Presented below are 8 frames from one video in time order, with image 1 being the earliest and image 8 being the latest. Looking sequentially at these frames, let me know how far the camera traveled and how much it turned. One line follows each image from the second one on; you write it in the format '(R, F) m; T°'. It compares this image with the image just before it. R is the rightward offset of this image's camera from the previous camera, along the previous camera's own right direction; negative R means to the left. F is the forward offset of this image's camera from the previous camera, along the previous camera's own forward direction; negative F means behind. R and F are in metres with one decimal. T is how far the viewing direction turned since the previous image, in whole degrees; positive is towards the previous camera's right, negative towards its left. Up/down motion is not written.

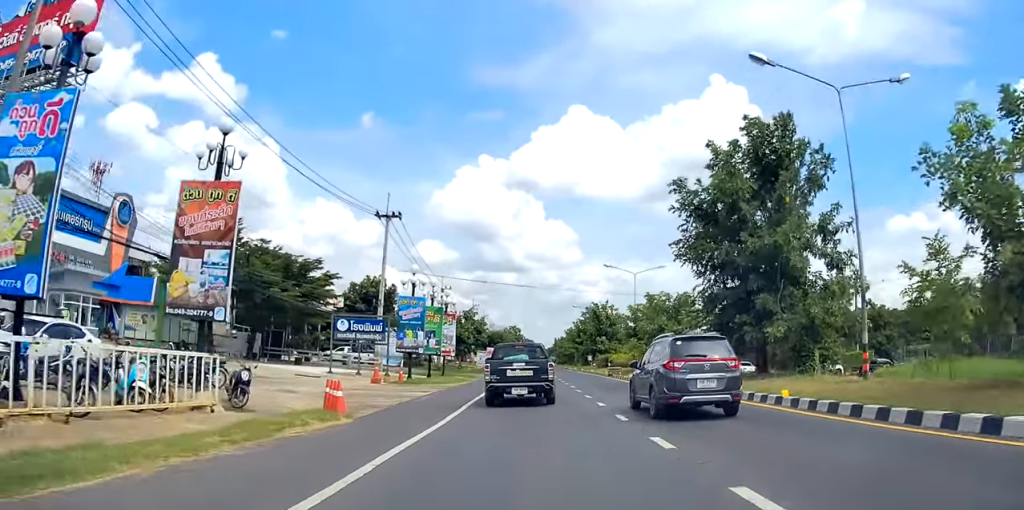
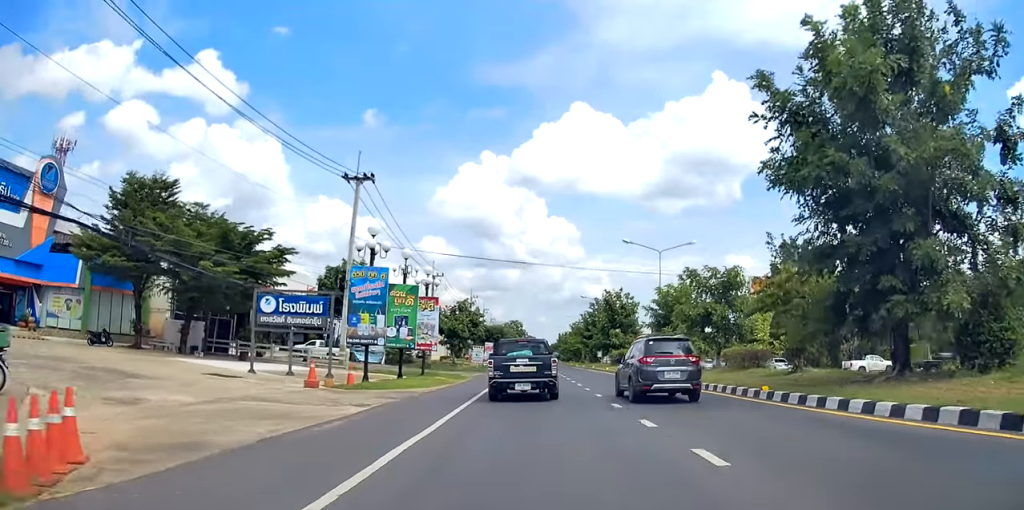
(-0.1, +10.3) m; 0°
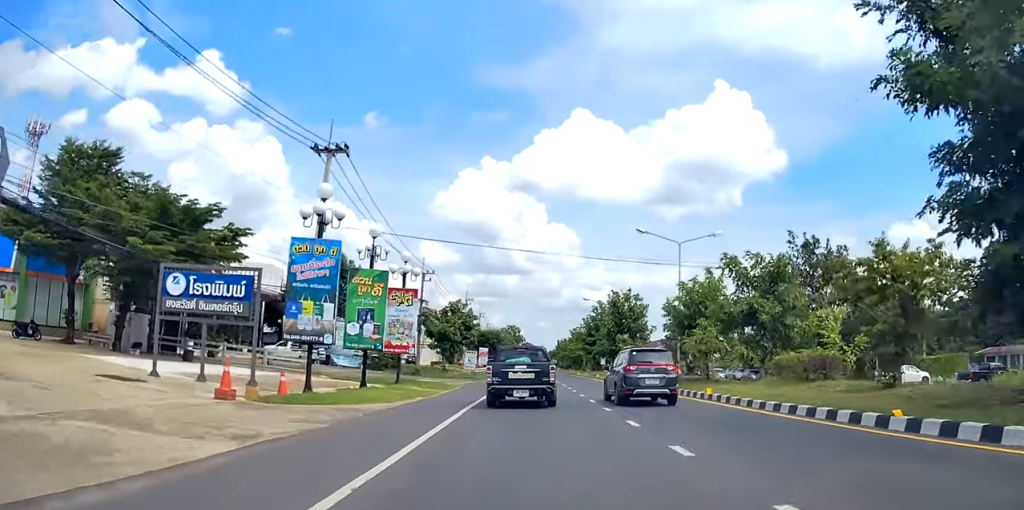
(+0.1, +6.4) m; 0°
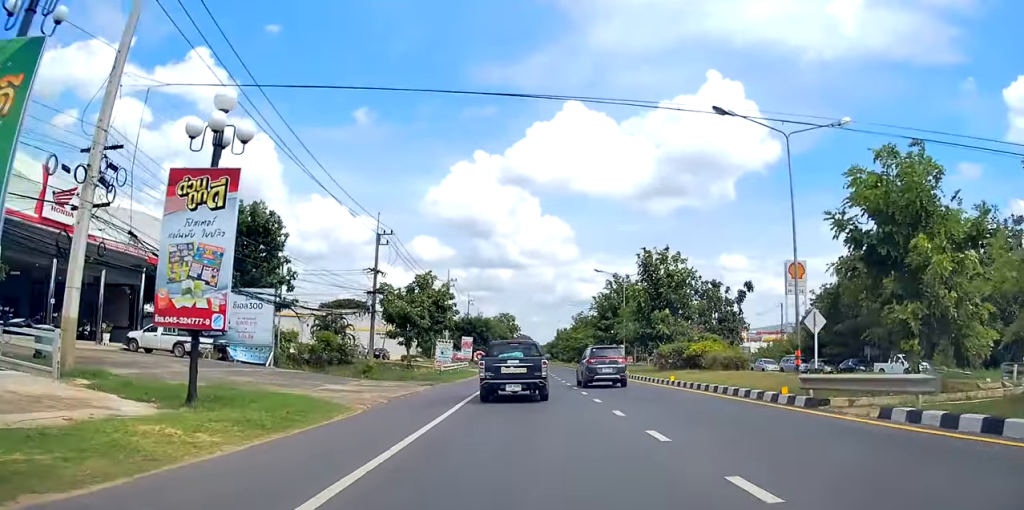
(+0.1, +19.6) m; -1°
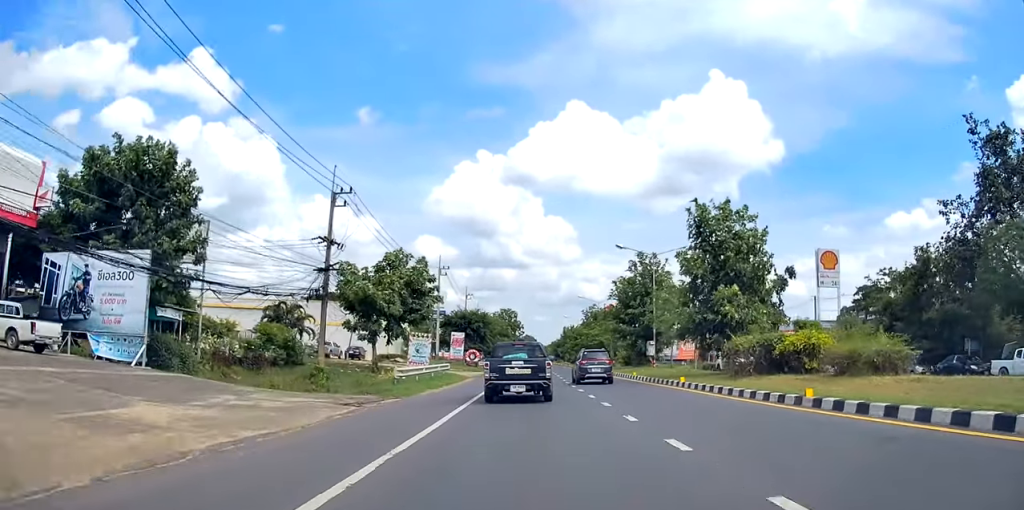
(-0.3, +13.1) m; 0°
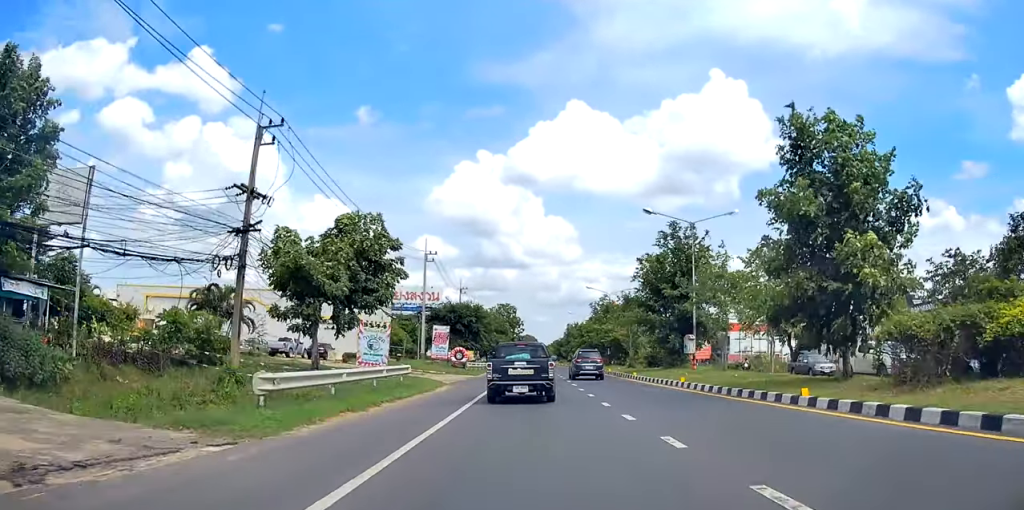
(+0.2, +11.7) m; +1°
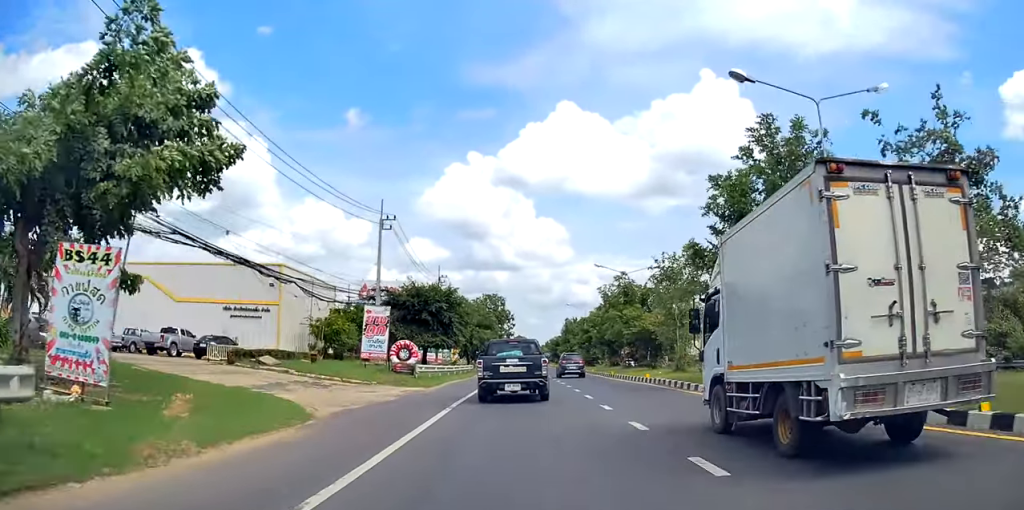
(+0.1, +18.3) m; 0°
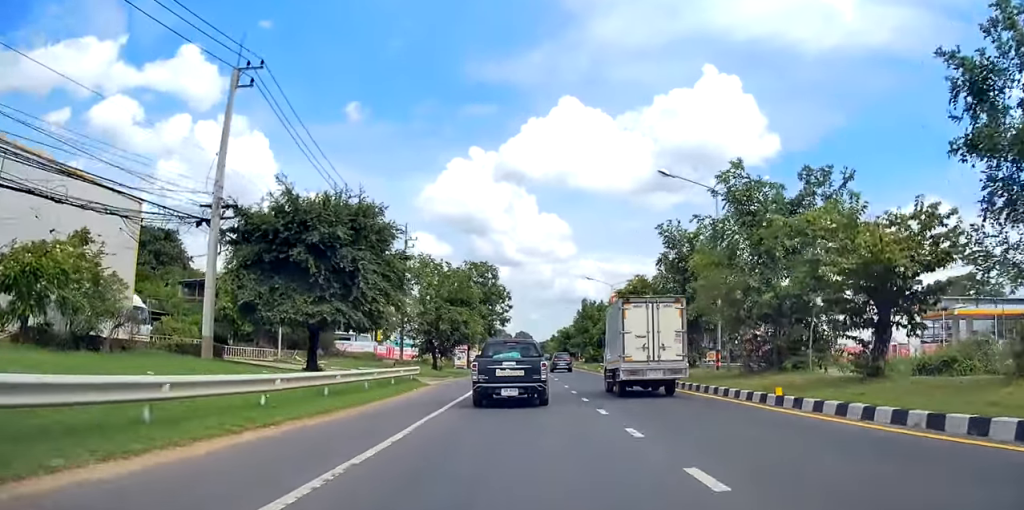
(-0.2, +27.7) m; +1°
